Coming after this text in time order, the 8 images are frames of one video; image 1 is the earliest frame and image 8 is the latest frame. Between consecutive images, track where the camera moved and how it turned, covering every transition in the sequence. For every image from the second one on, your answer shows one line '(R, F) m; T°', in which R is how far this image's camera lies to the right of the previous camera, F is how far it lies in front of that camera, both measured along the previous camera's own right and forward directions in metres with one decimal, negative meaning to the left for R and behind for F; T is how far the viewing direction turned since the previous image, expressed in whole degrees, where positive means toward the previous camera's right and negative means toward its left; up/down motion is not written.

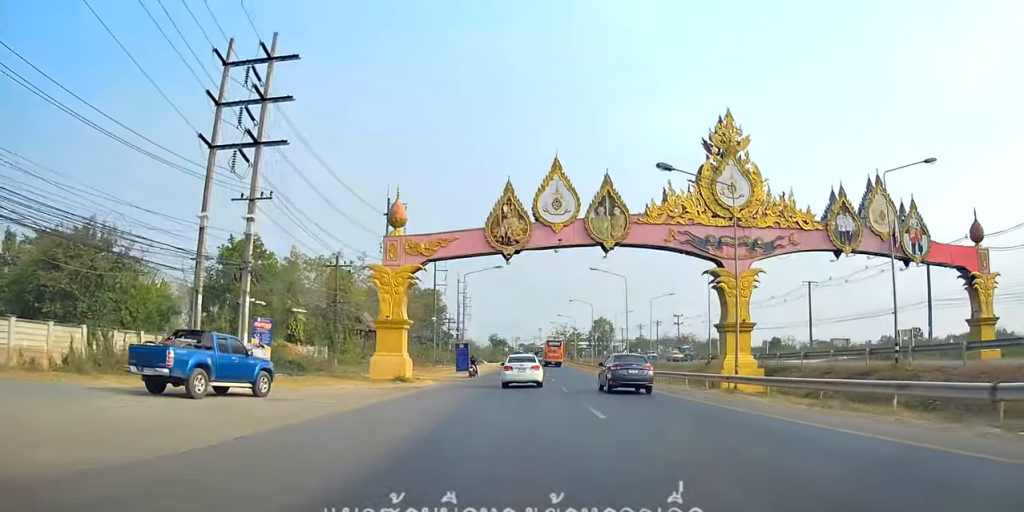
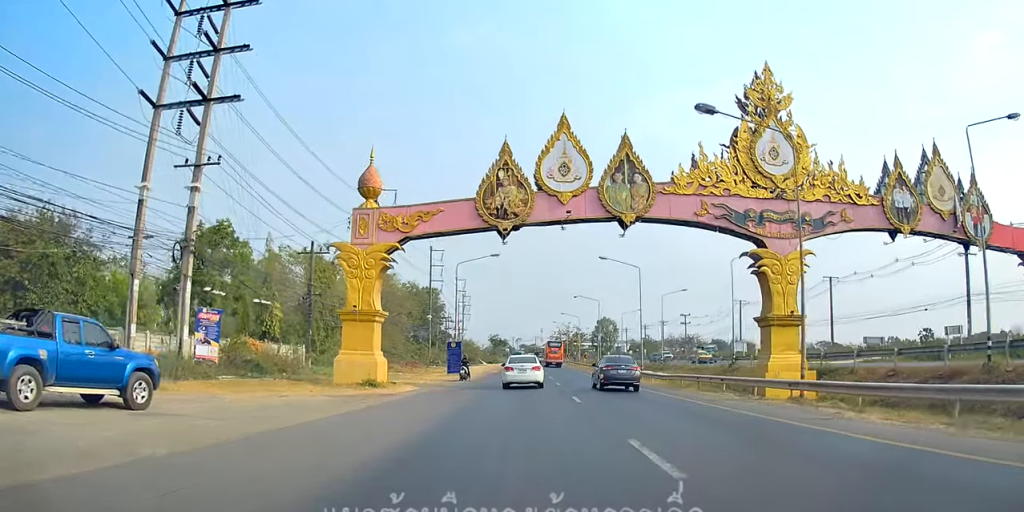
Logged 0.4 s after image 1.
(+0.1, +6.6) m; +1°
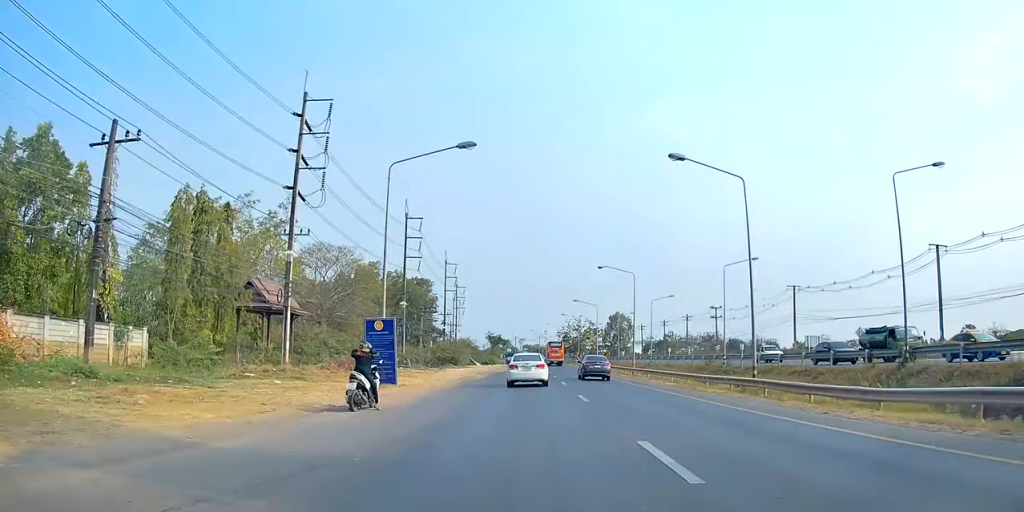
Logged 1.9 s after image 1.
(0.0, +24.0) m; -2°
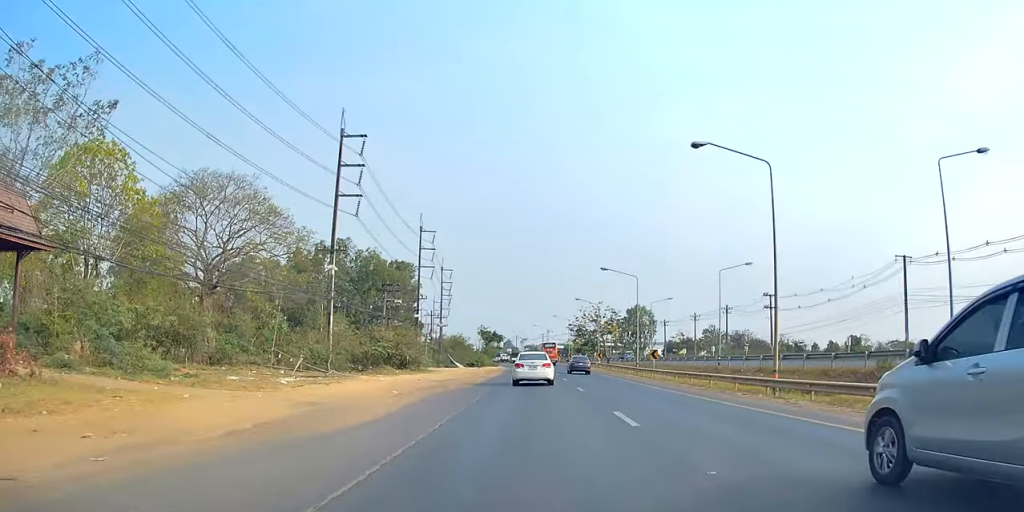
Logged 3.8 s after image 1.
(-0.4, +30.8) m; -1°
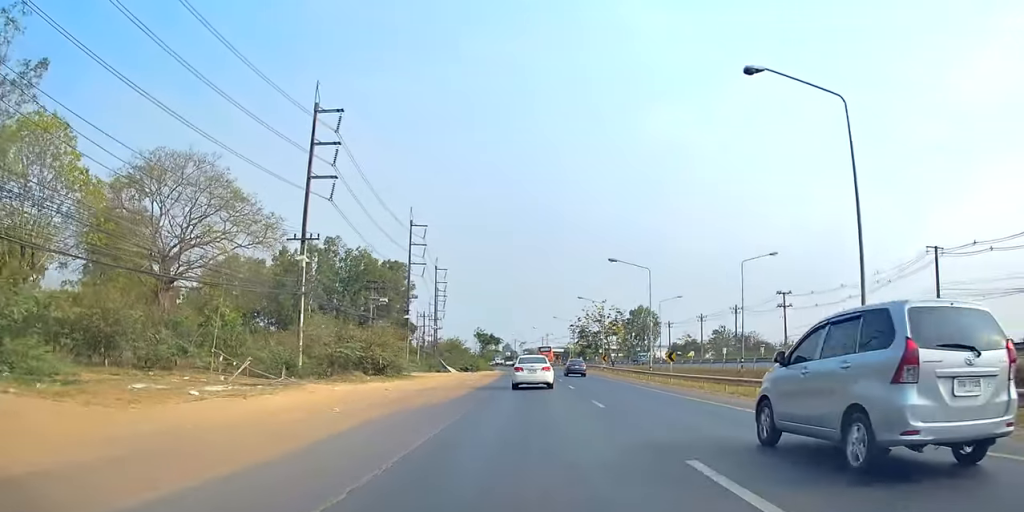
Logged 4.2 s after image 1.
(0.0, +6.9) m; 0°
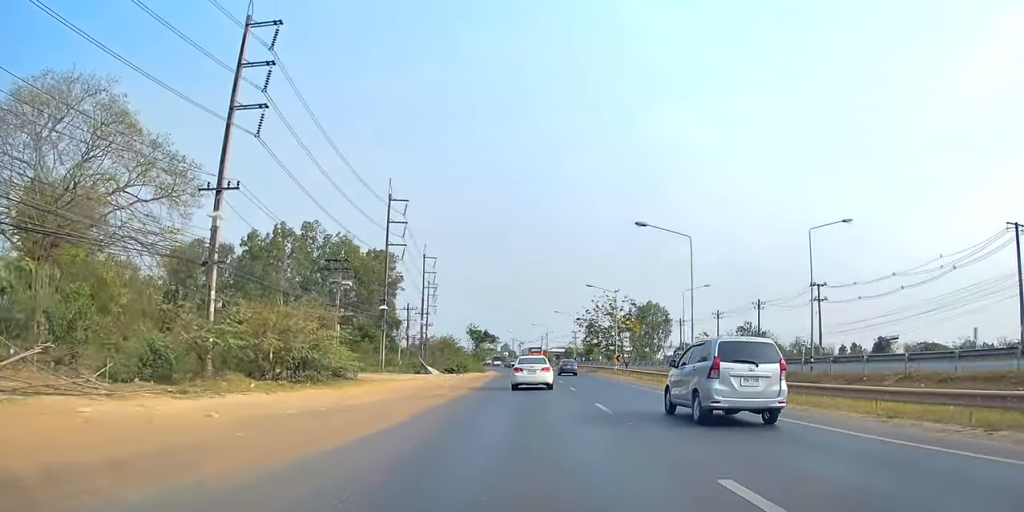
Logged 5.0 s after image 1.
(0.0, +13.5) m; 0°
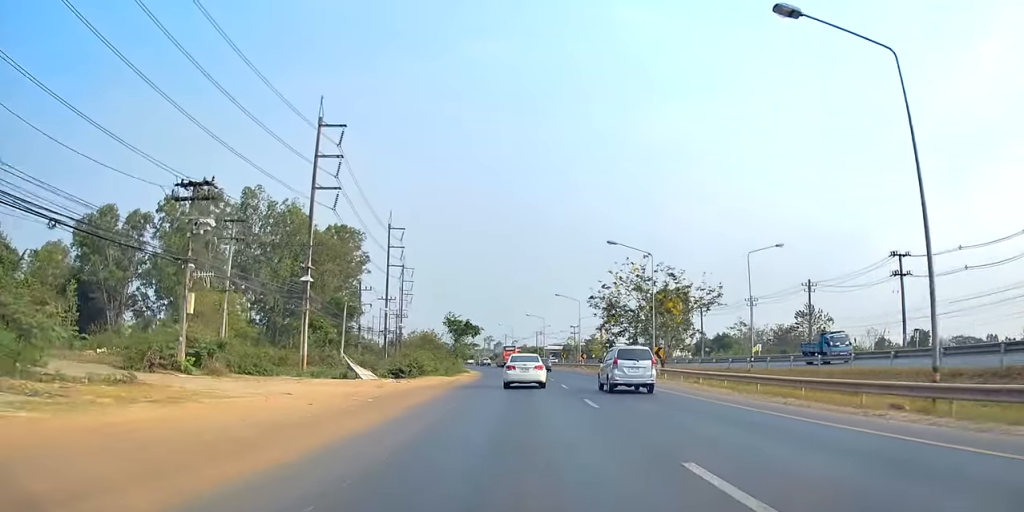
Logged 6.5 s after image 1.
(0.0, +23.3) m; 0°
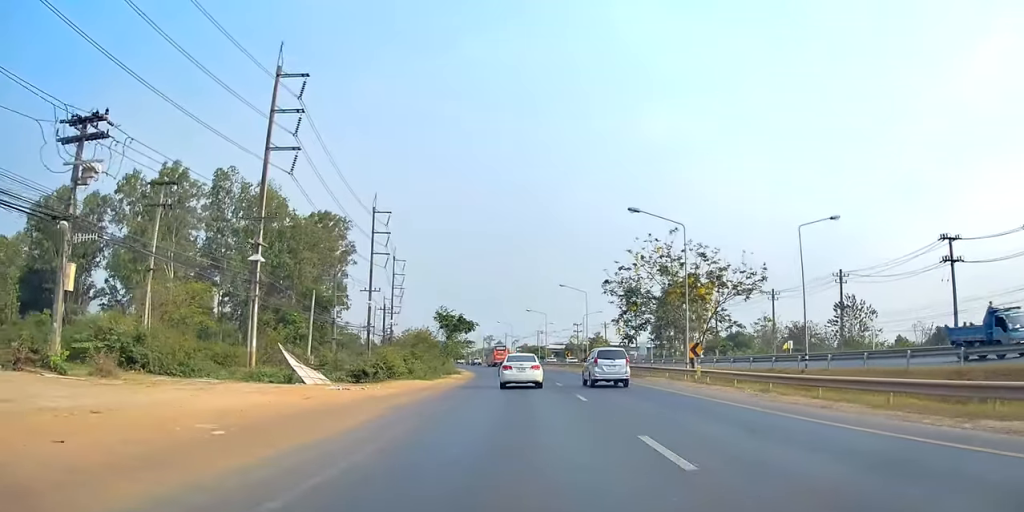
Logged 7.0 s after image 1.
(0.0, +8.8) m; 0°
